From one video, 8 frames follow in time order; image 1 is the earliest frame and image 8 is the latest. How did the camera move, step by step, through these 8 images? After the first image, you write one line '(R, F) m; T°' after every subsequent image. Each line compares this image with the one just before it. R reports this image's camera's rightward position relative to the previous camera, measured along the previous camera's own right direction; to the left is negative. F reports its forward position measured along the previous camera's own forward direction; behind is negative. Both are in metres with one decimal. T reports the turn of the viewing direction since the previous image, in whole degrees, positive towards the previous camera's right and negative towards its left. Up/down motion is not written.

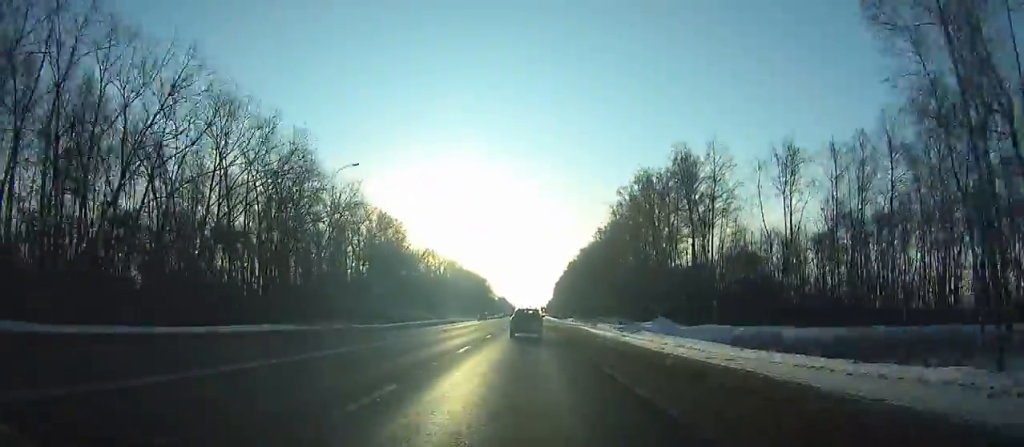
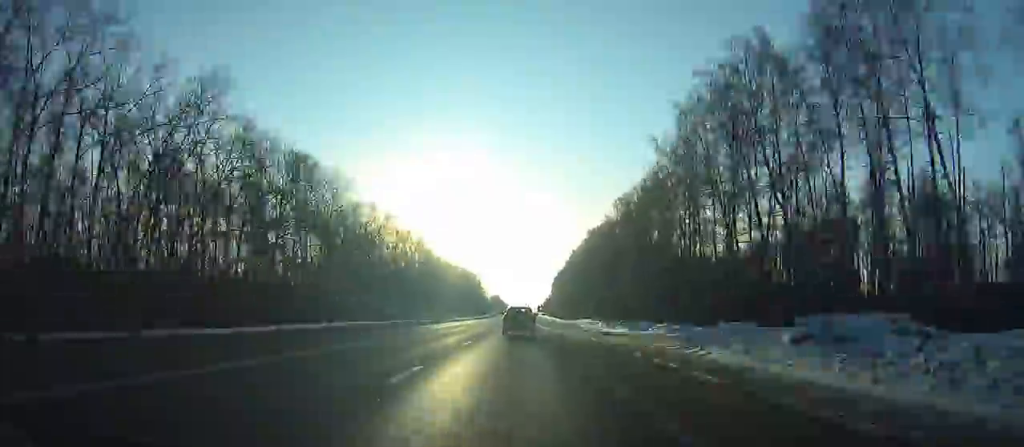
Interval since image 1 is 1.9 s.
(-0.1, +44.5) m; 0°
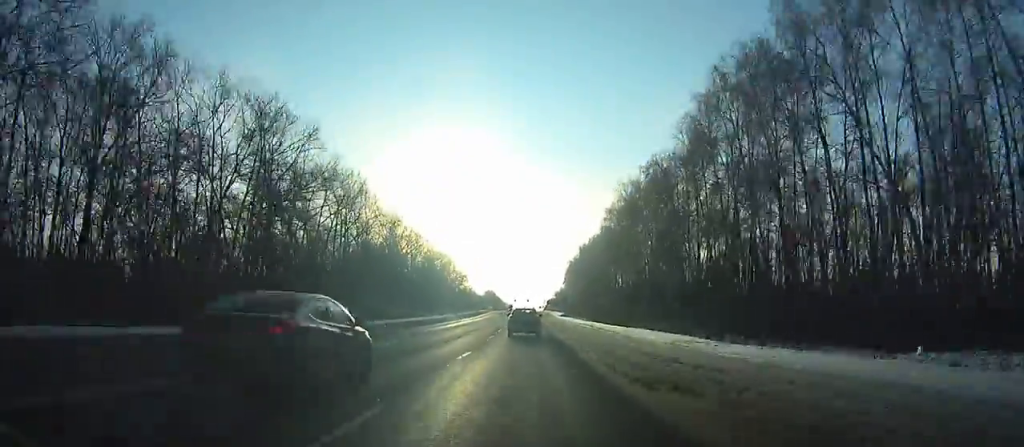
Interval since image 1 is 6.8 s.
(+0.1, +112.4) m; 0°
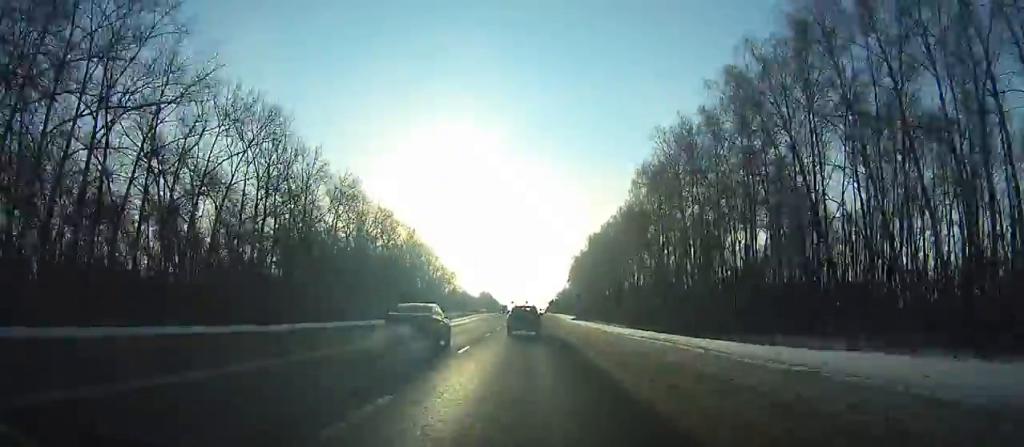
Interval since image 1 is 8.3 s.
(0.0, +33.3) m; 0°
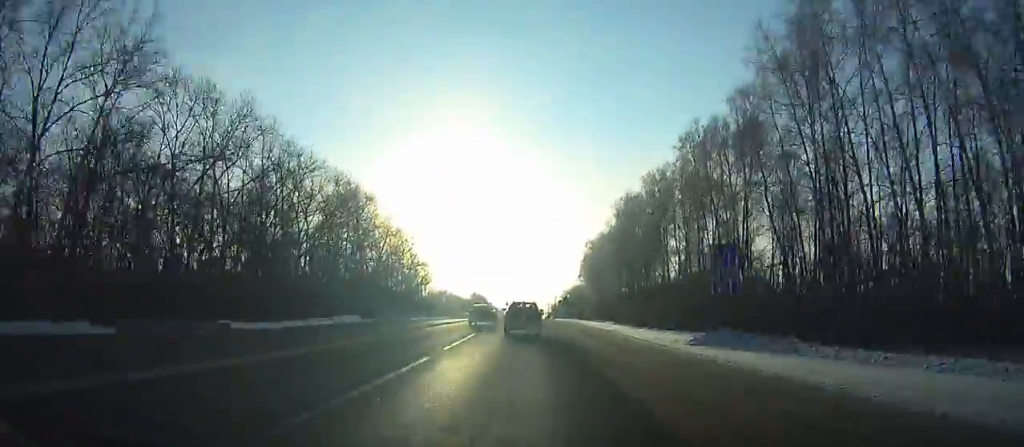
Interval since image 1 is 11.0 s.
(0.0, +59.0) m; 0°
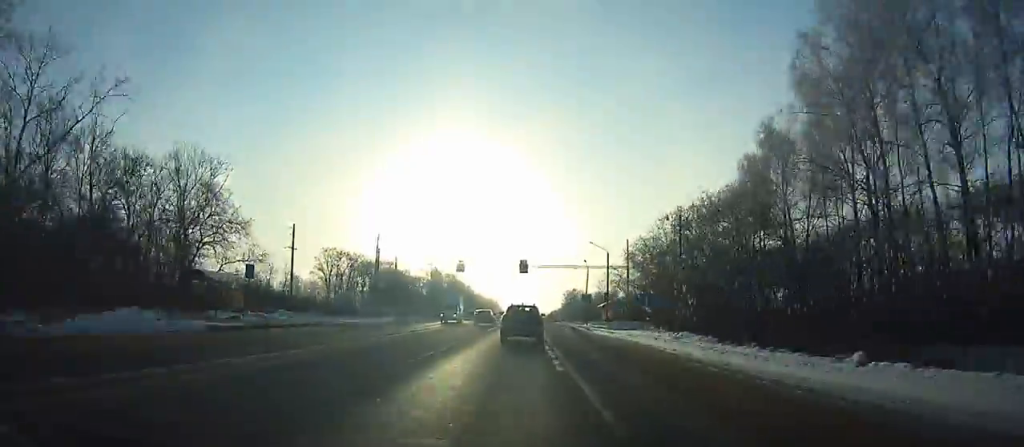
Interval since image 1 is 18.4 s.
(-0.2, +156.1) m; 0°
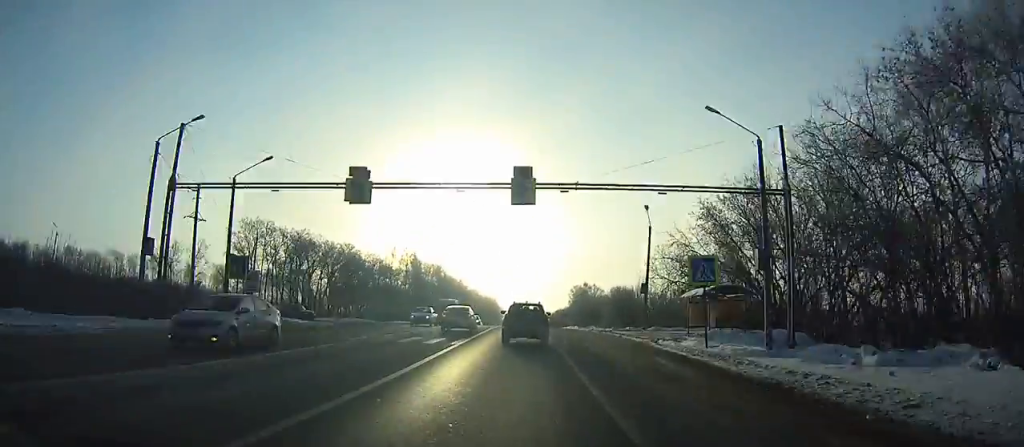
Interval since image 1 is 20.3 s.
(+0.1, +39.2) m; 0°
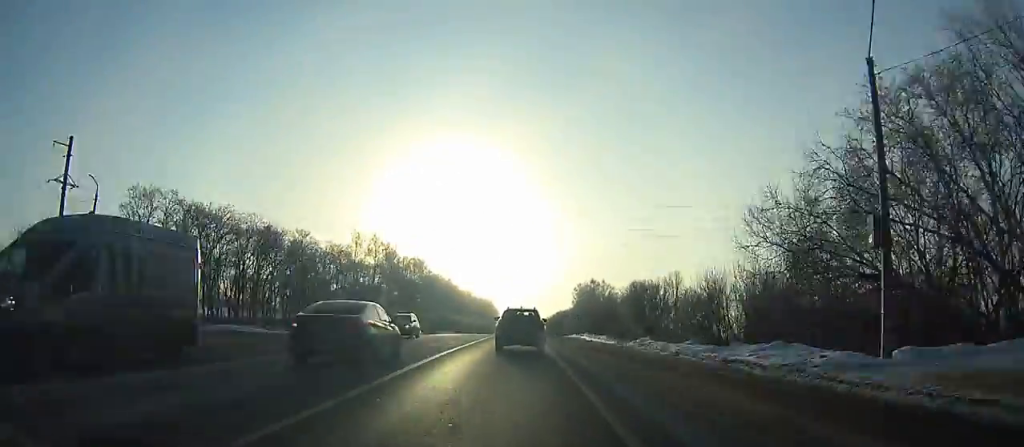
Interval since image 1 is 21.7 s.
(0.0, +28.8) m; 0°
